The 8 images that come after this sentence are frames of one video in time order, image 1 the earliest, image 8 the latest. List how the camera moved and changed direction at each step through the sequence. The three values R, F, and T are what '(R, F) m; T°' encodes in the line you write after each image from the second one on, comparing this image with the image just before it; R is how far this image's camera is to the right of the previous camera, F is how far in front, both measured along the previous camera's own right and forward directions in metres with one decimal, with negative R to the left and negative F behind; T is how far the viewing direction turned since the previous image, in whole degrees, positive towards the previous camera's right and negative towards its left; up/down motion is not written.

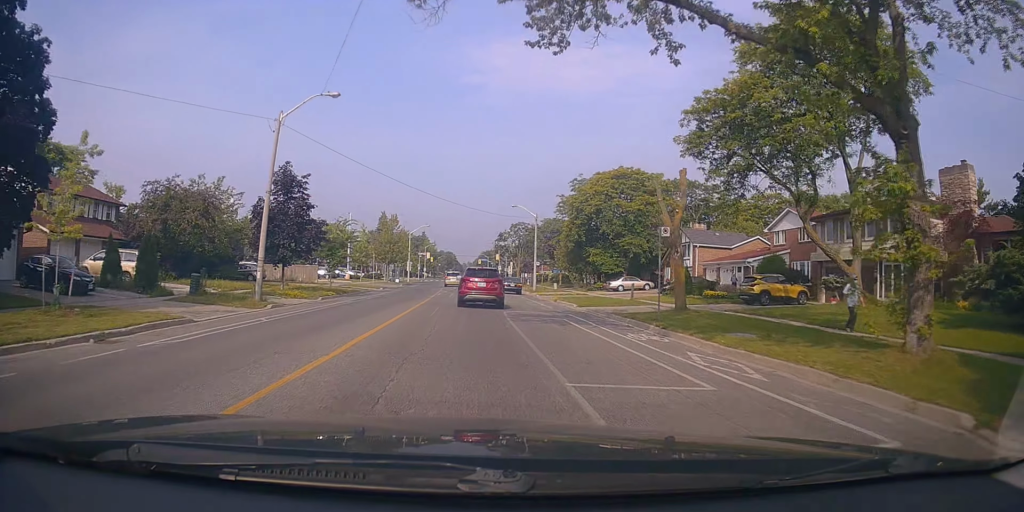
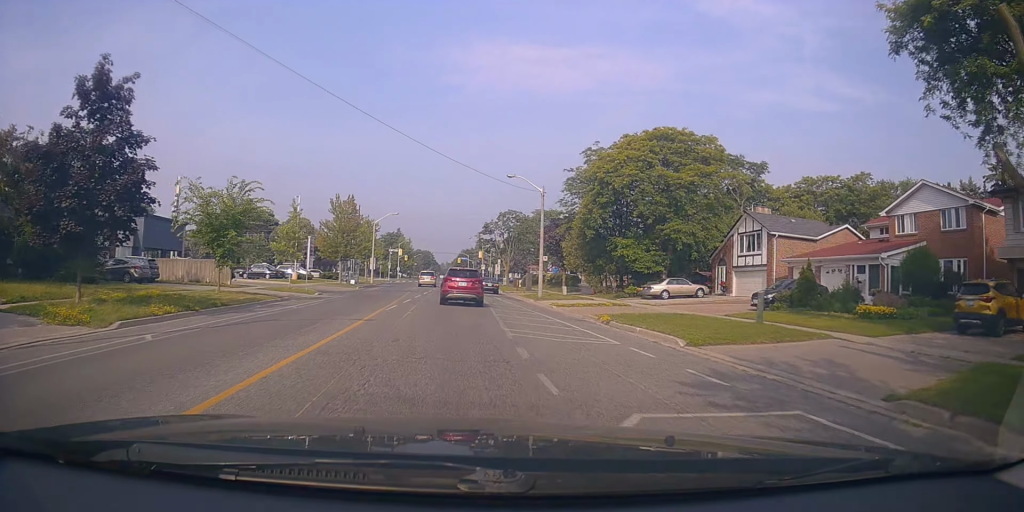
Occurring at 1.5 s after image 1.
(+0.6, +17.0) m; +5°
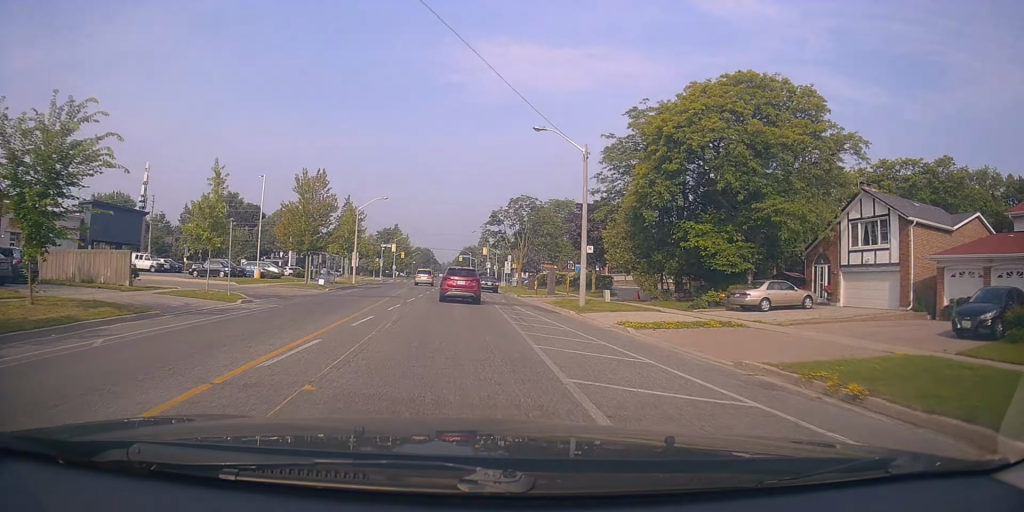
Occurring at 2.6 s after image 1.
(+0.5, +12.8) m; 0°
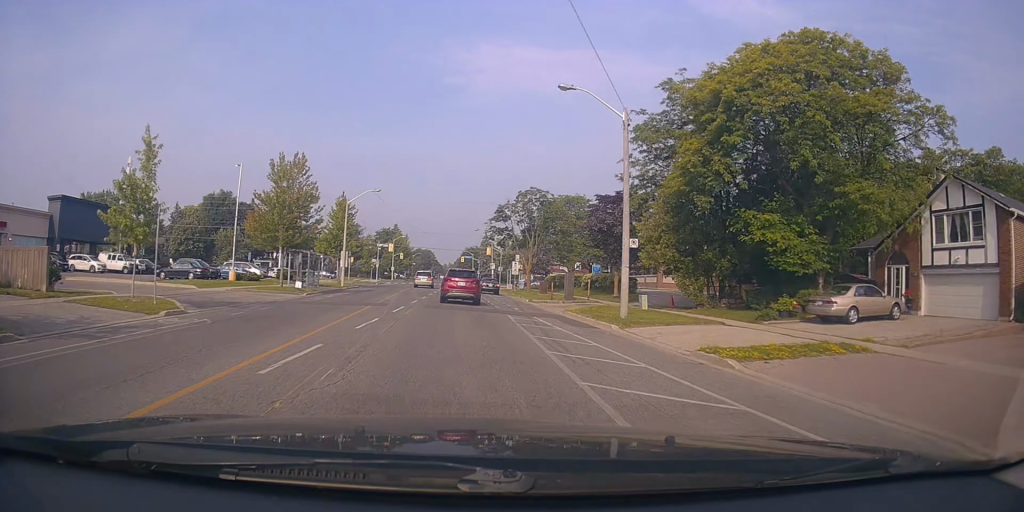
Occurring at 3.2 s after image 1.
(-0.3, +6.4) m; -2°
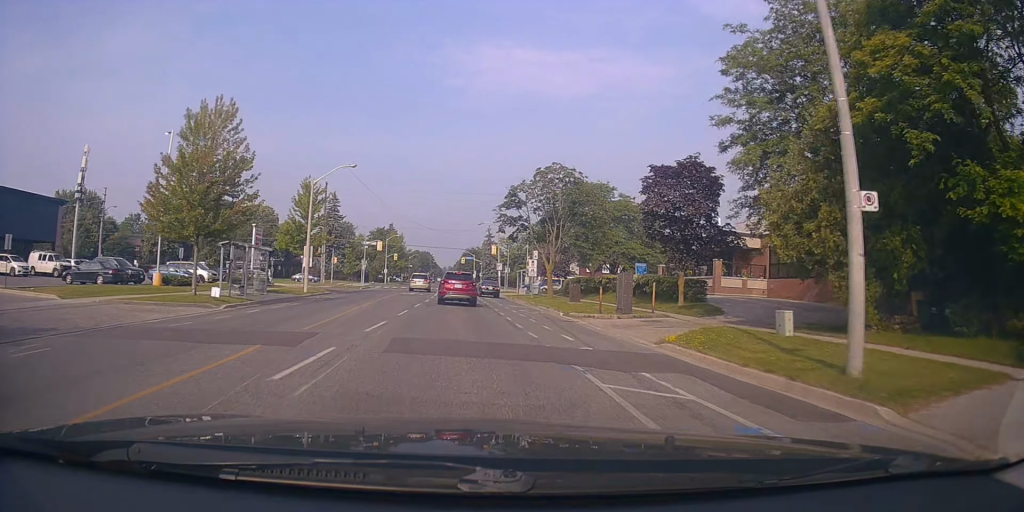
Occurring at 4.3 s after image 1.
(-0.2, +12.2) m; -1°
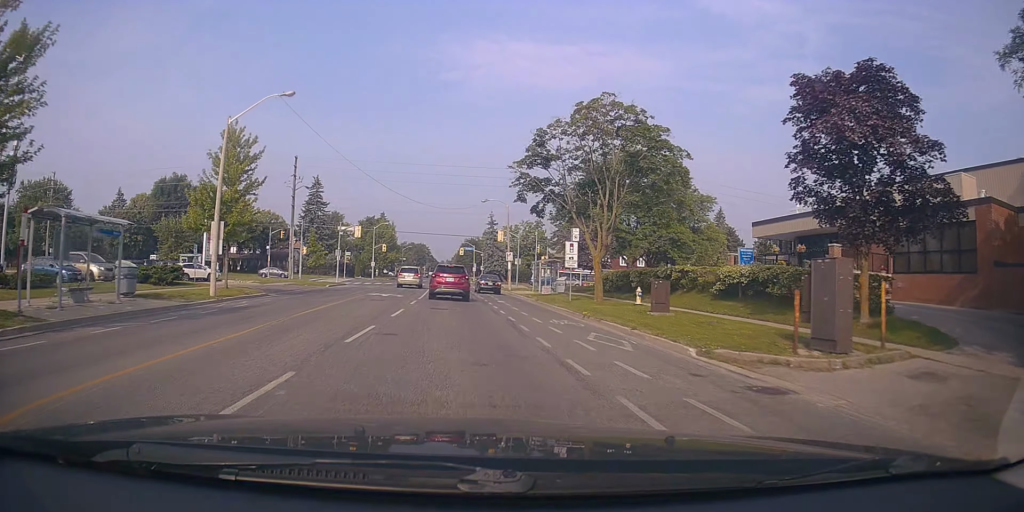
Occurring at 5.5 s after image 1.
(0.0, +14.3) m; 0°
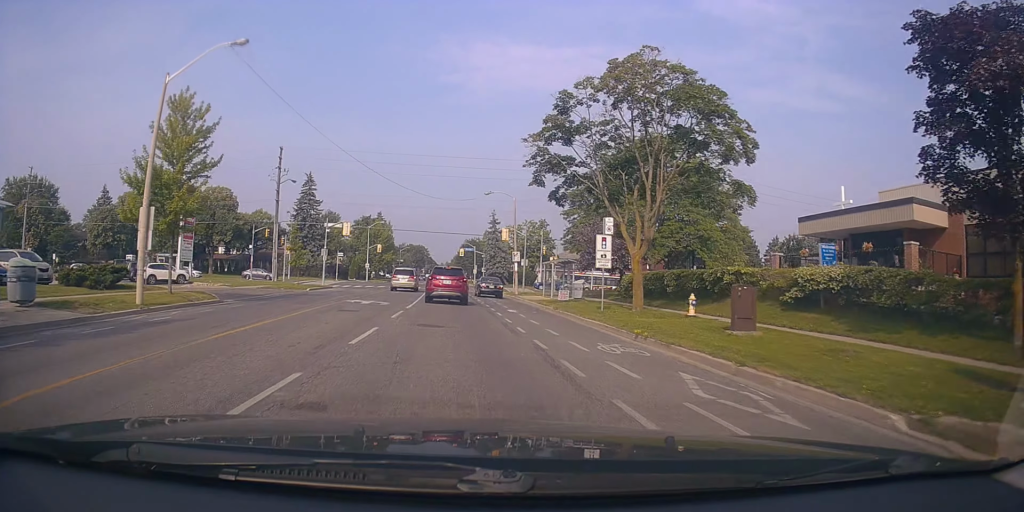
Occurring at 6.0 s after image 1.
(0.0, +5.8) m; 0°
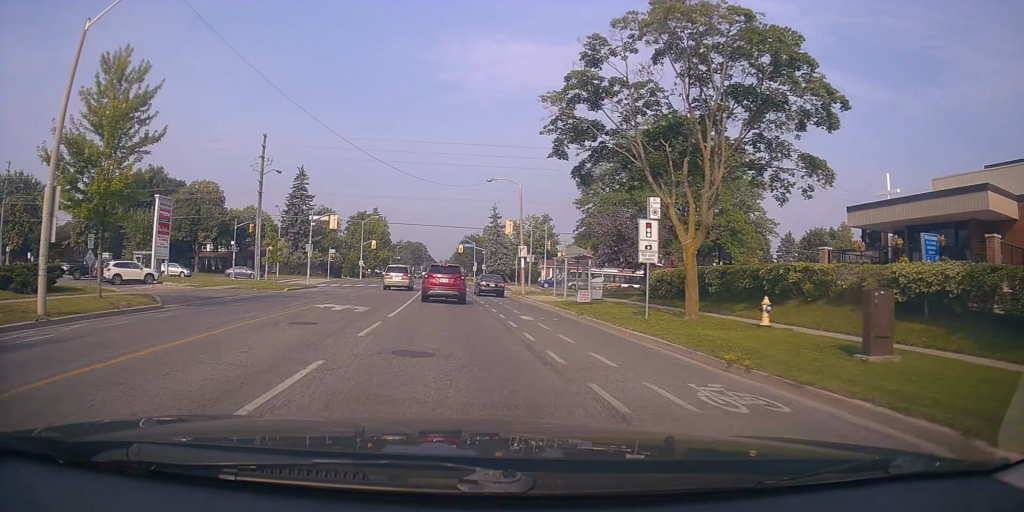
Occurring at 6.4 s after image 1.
(0.0, +5.3) m; +1°
